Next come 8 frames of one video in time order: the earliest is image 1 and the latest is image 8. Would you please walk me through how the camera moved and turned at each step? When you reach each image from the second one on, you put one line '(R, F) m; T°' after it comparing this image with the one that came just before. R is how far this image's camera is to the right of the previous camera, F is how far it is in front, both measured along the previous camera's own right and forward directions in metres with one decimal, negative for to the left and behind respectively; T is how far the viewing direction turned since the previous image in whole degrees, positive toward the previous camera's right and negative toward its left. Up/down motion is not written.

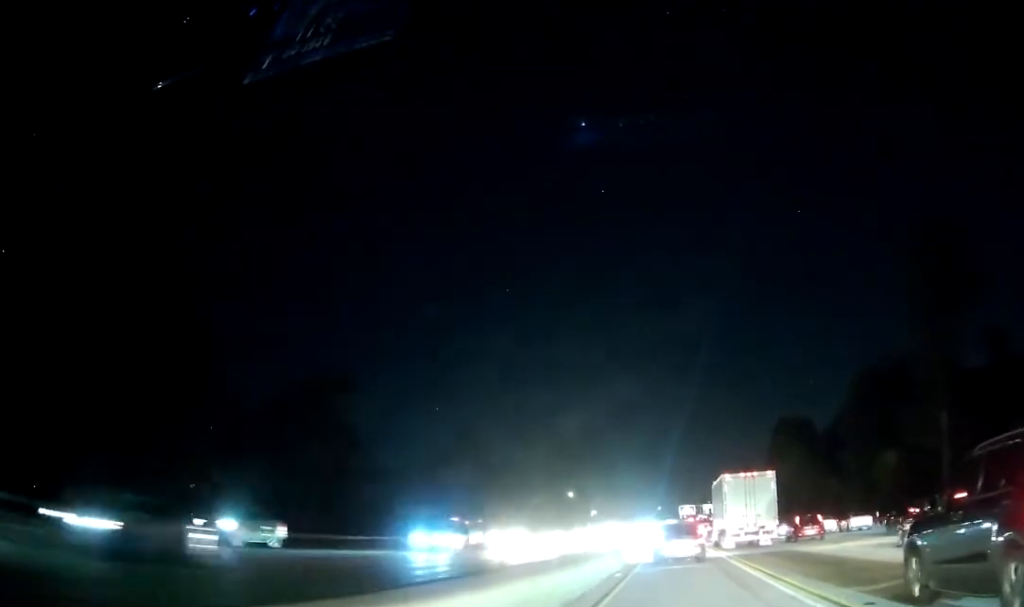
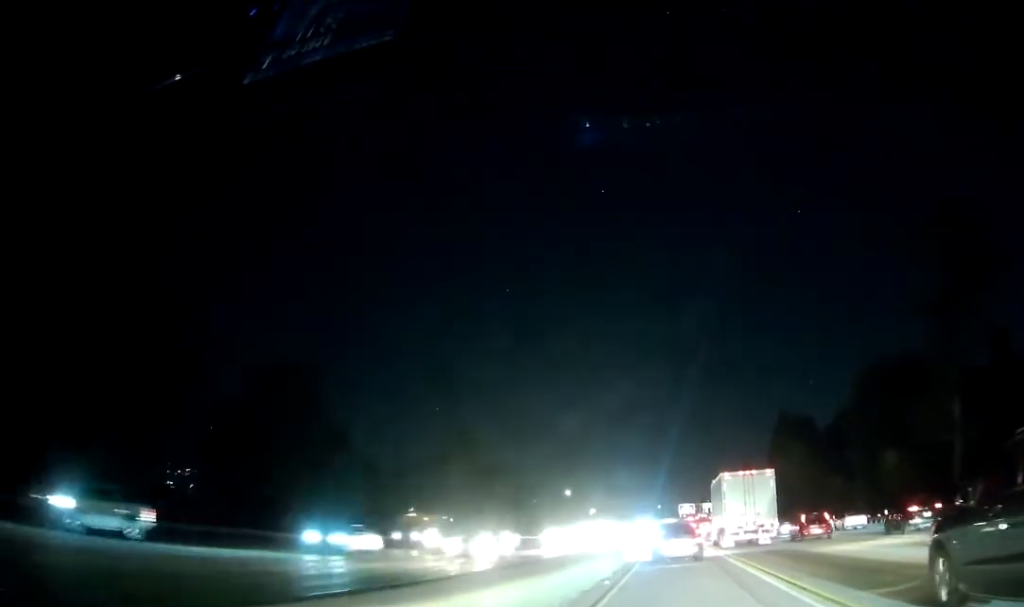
(0.0, +3.2) m; 0°
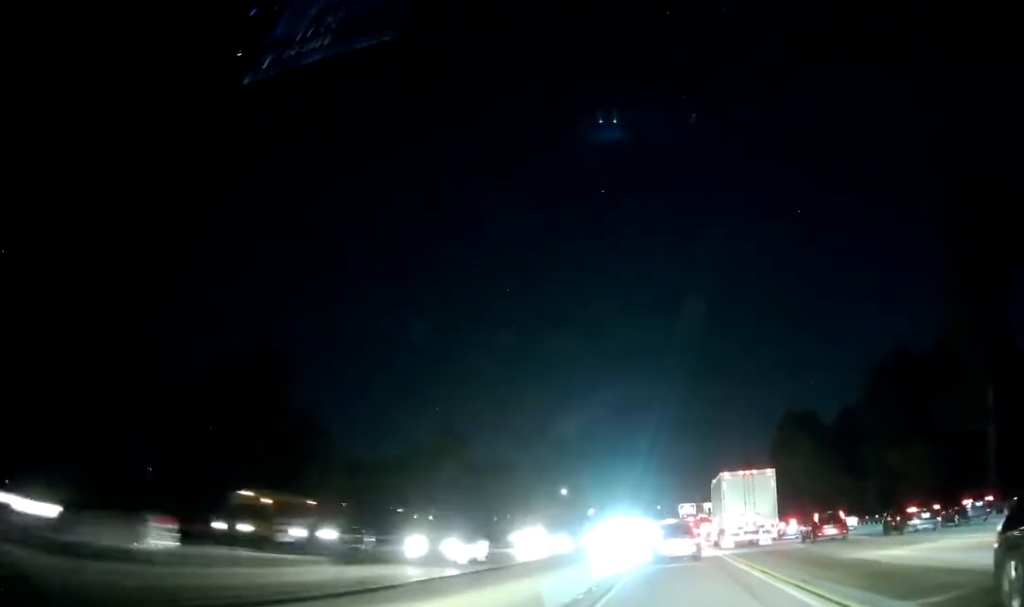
(-0.1, +6.6) m; 0°
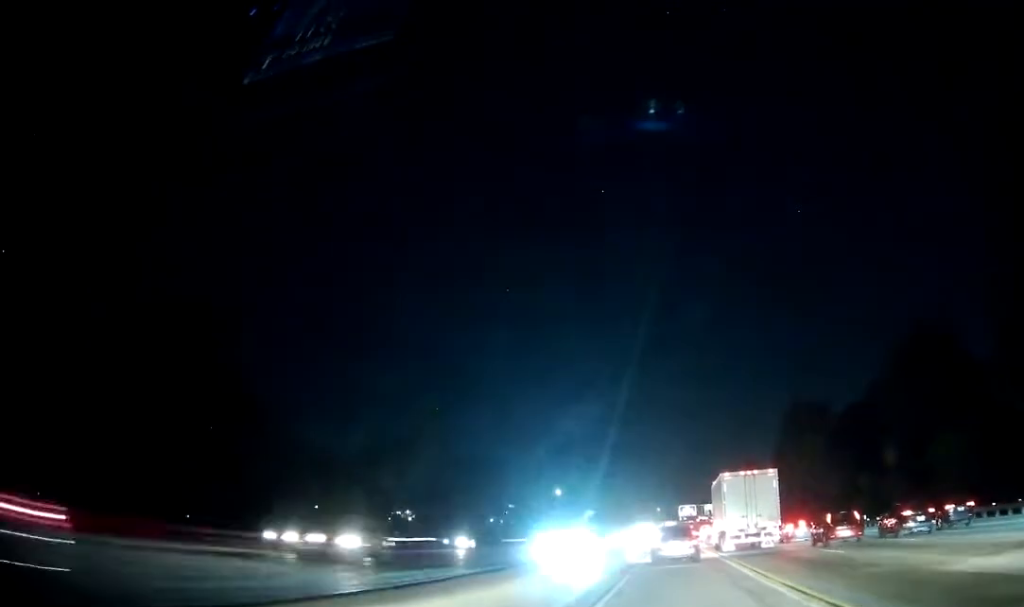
(0.0, +8.2) m; -1°
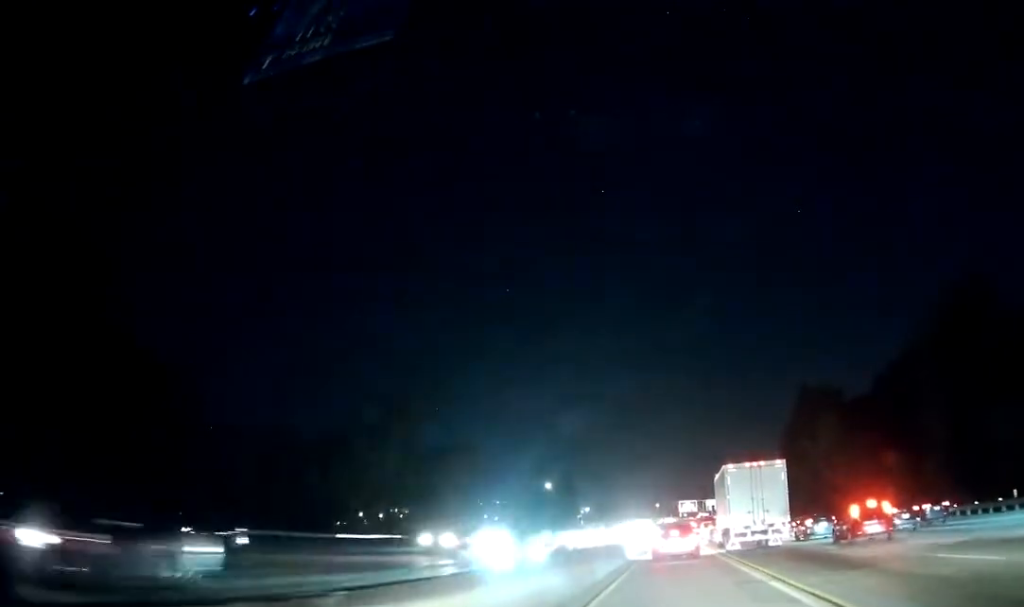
(-0.3, +12.0) m; -1°
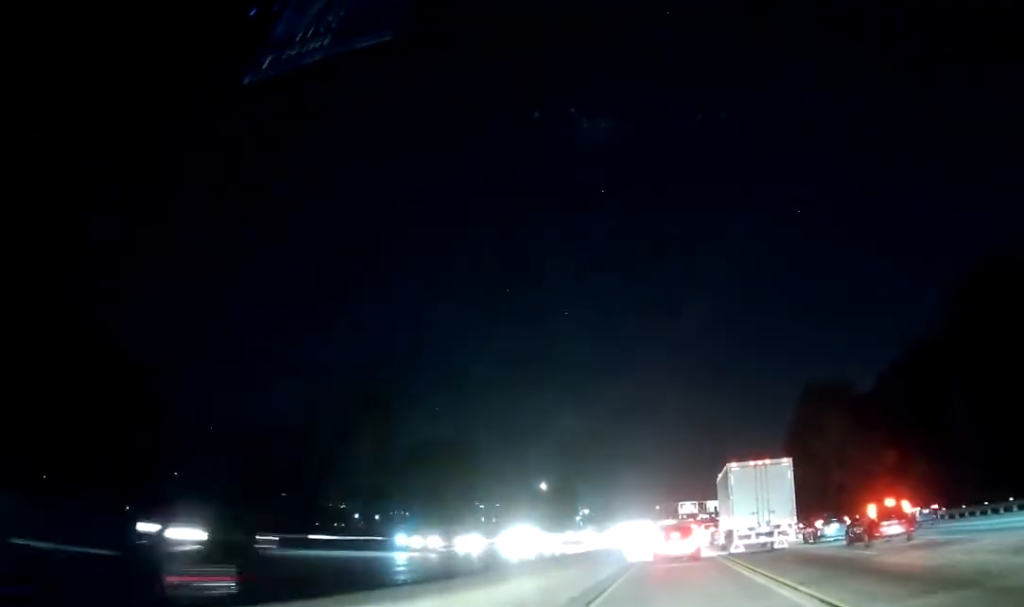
(+0.1, +5.5) m; +1°
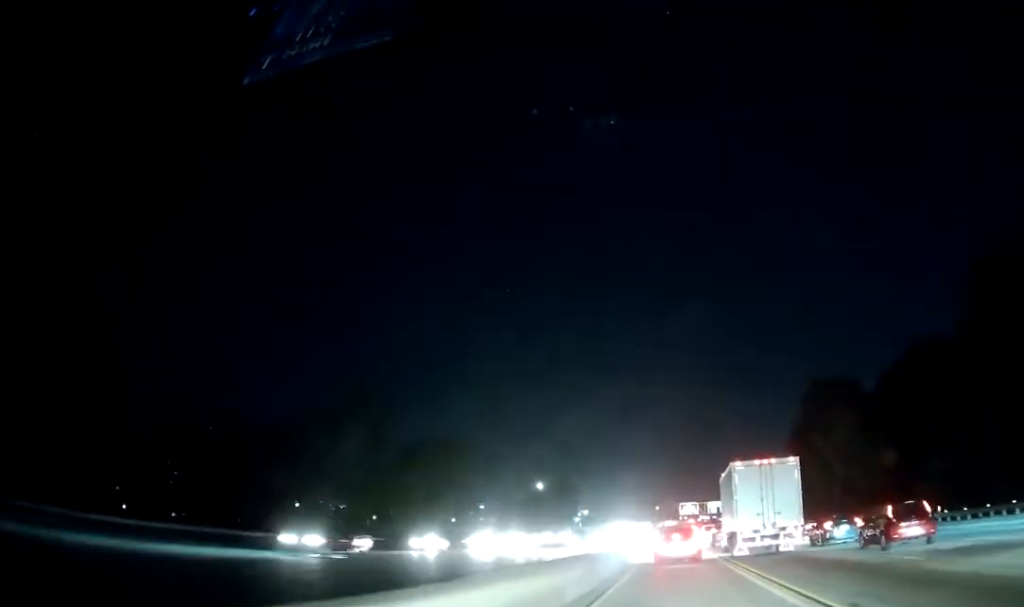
(+0.1, +4.0) m; +1°
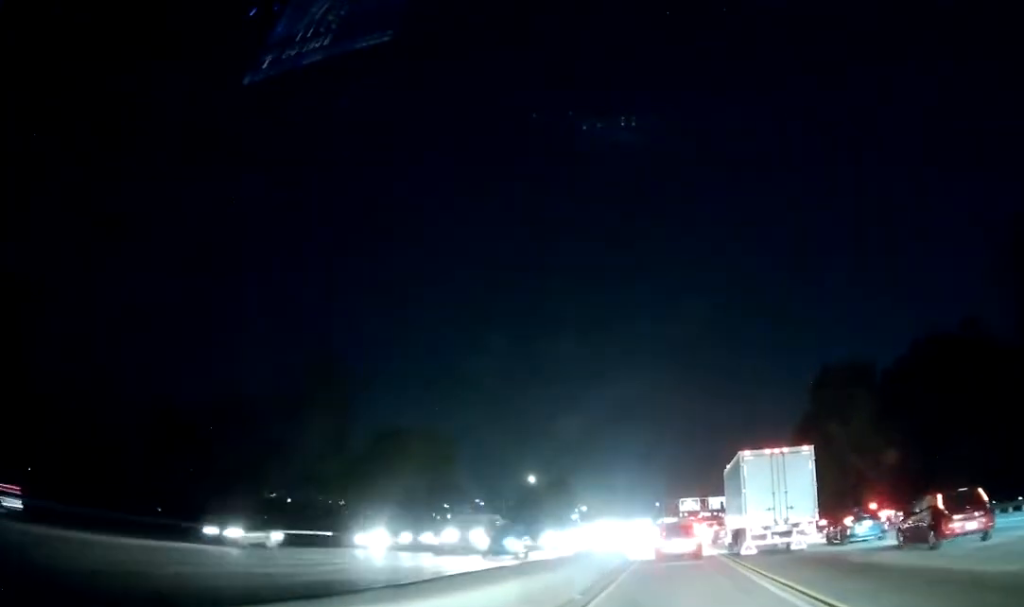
(+0.1, +8.6) m; -1°
